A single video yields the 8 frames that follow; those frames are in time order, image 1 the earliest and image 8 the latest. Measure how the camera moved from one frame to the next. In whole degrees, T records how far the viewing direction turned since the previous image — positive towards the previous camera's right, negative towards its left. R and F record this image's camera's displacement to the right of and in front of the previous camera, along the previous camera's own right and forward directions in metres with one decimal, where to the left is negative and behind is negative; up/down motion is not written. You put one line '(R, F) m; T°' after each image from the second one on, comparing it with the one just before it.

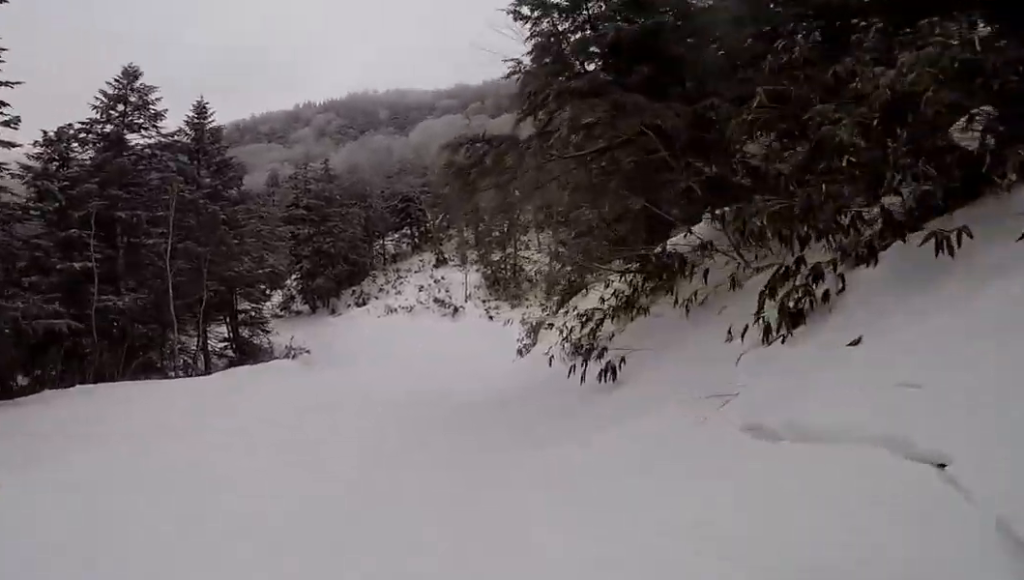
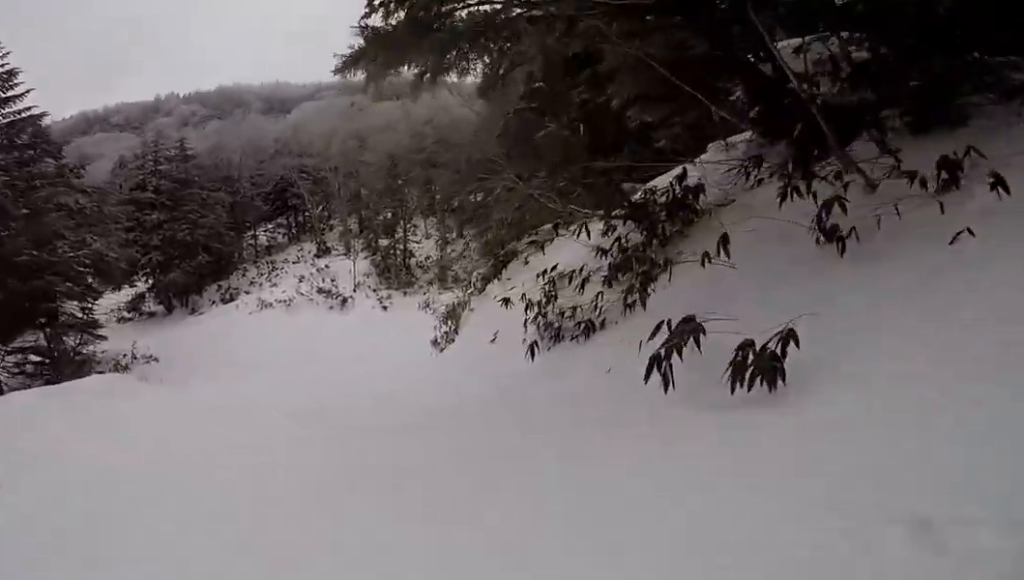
(0.0, +3.9) m; -3°
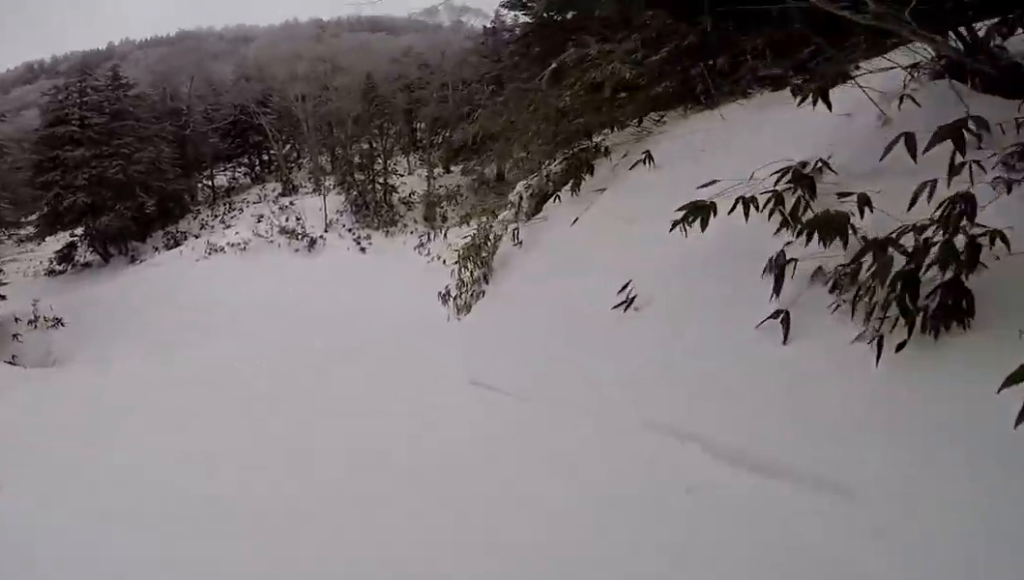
(+0.1, +4.5) m; -12°
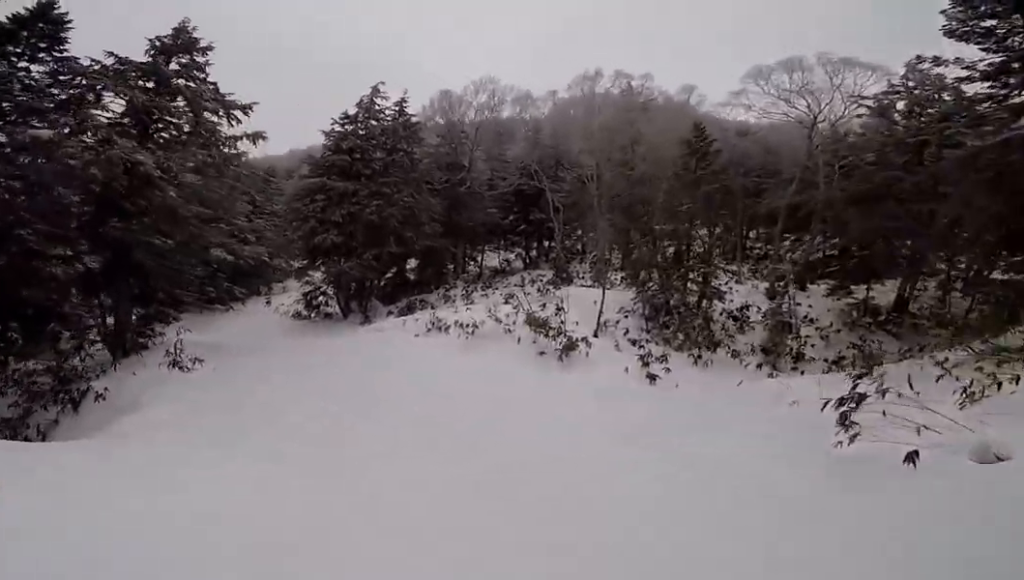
(-2.0, +7.6) m; -27°
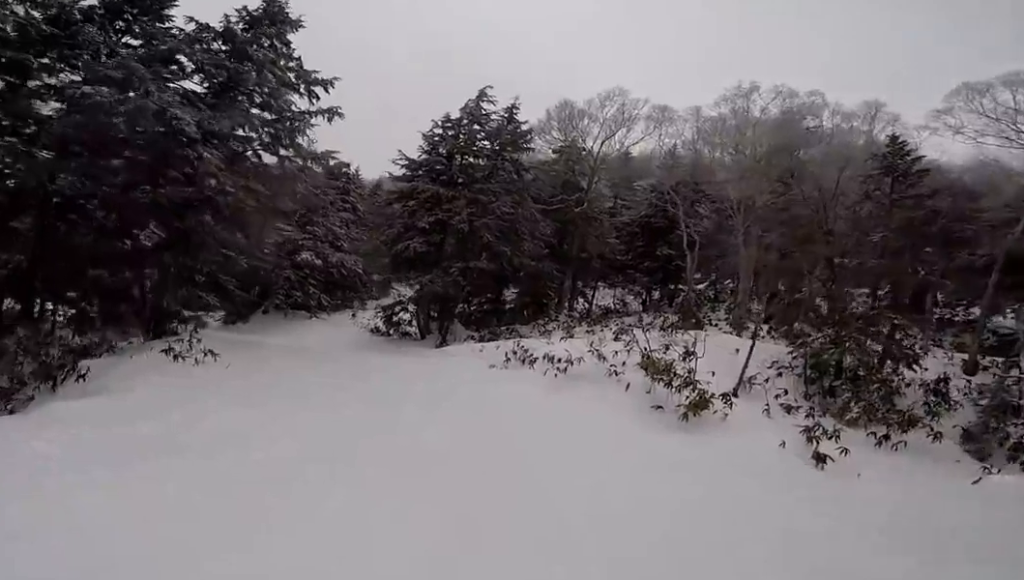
(-0.4, +2.9) m; -6°
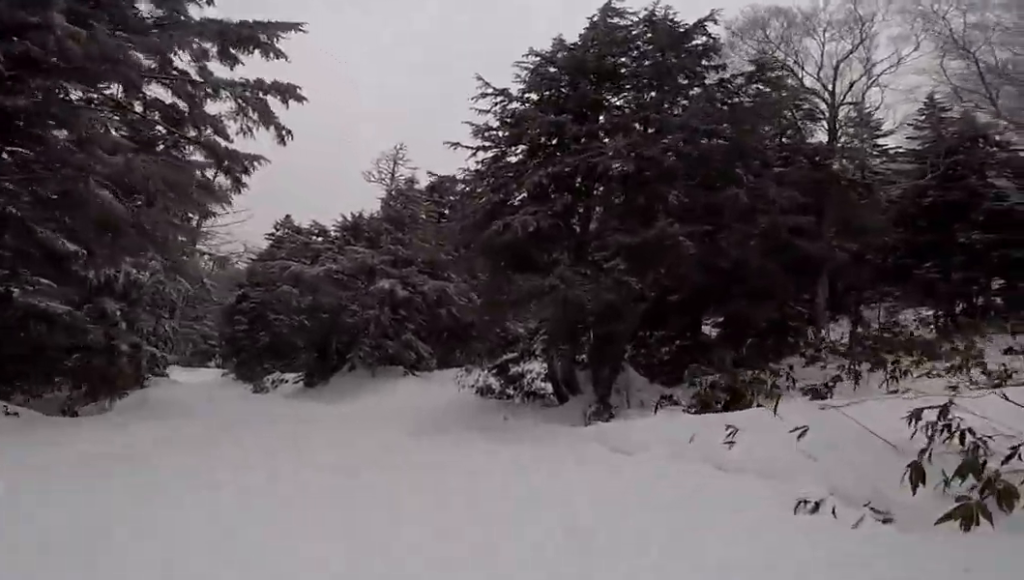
(-1.6, +10.3) m; -19°
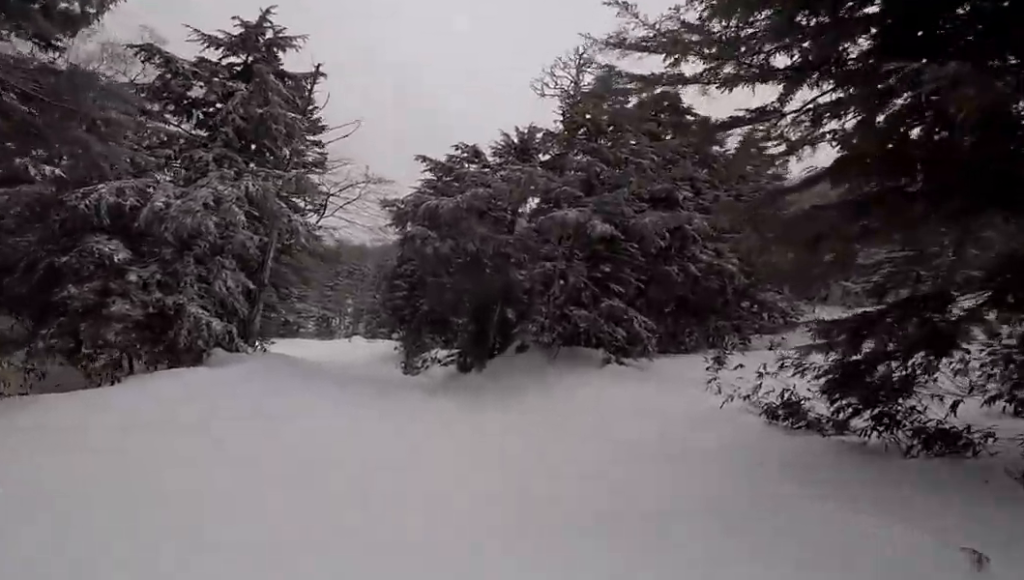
(-1.4, +8.9) m; -18°
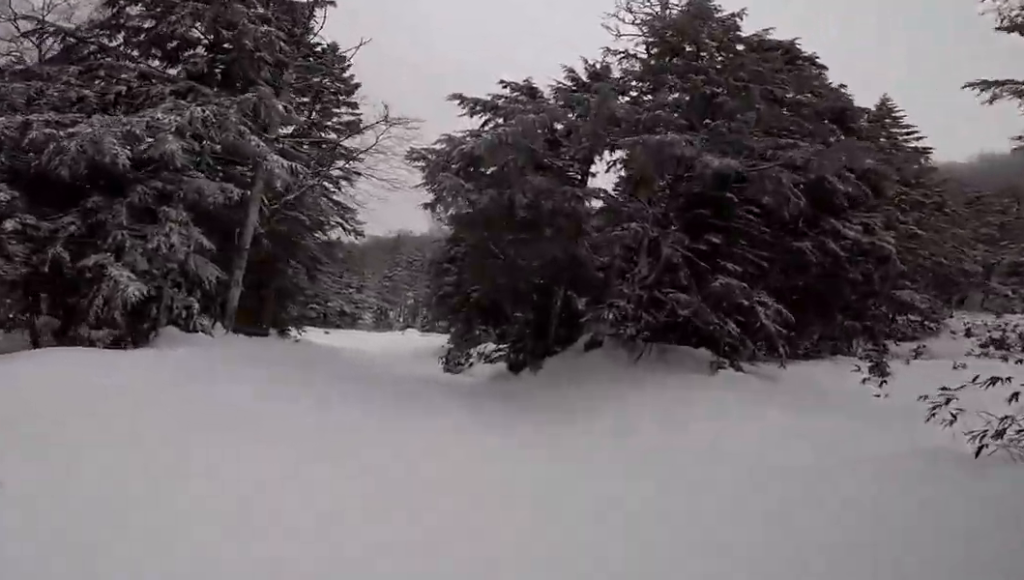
(-0.2, +4.4) m; -12°
